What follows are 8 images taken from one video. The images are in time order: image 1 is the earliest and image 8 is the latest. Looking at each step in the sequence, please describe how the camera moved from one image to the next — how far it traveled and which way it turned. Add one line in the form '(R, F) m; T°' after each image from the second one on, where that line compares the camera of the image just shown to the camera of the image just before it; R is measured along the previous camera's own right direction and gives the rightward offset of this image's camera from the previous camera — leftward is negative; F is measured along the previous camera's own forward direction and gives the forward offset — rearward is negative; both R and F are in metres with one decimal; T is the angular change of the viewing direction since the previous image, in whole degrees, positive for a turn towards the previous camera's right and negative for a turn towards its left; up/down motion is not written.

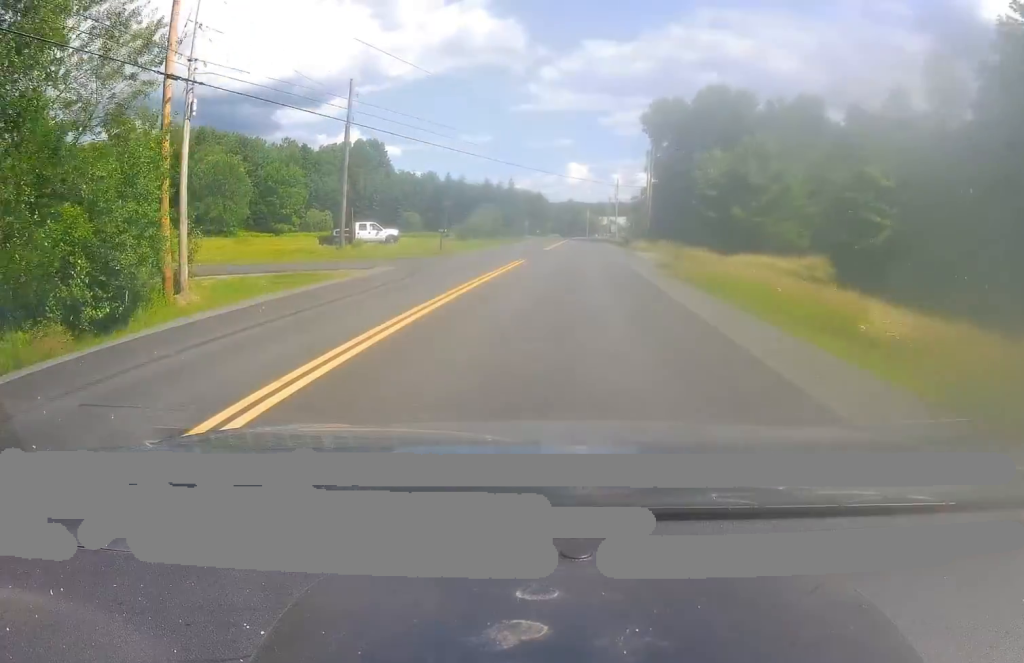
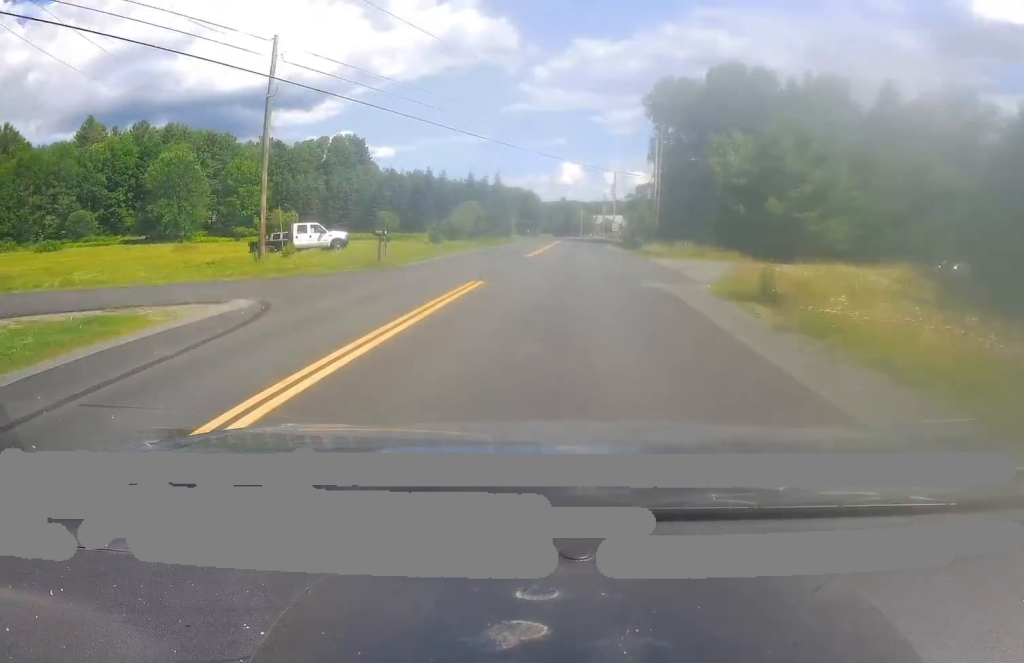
(0.0, +12.1) m; 0°
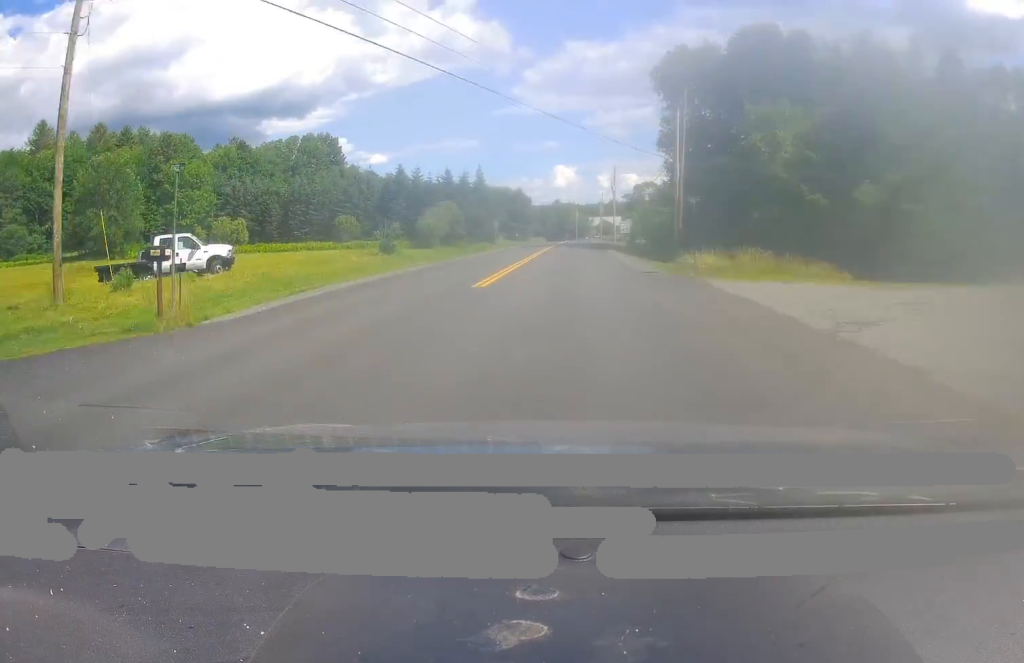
(0.0, +16.7) m; 0°
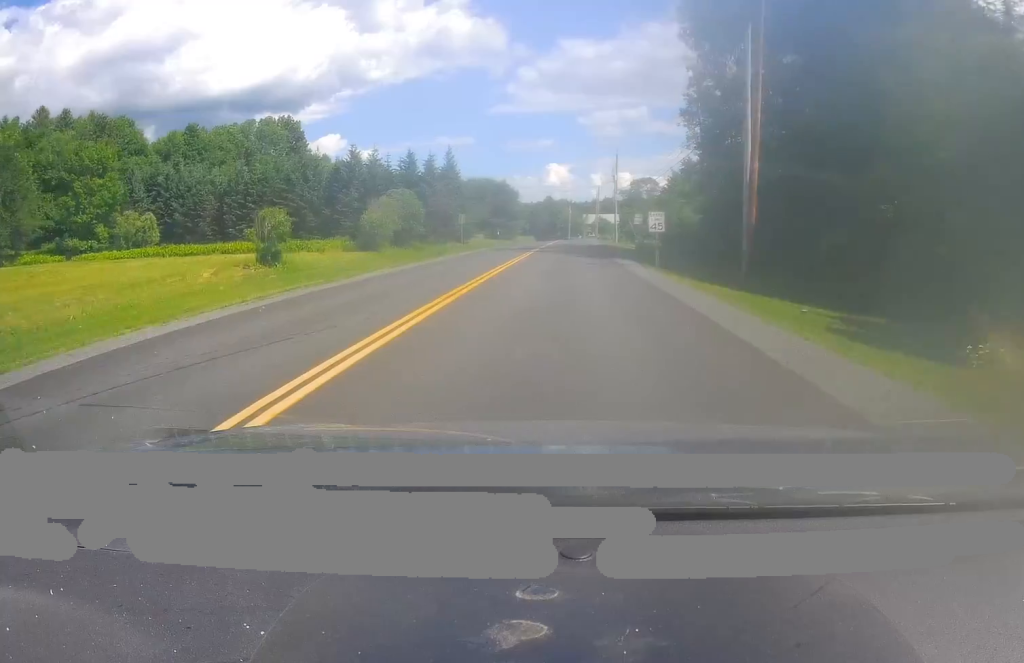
(0.0, +21.3) m; +1°
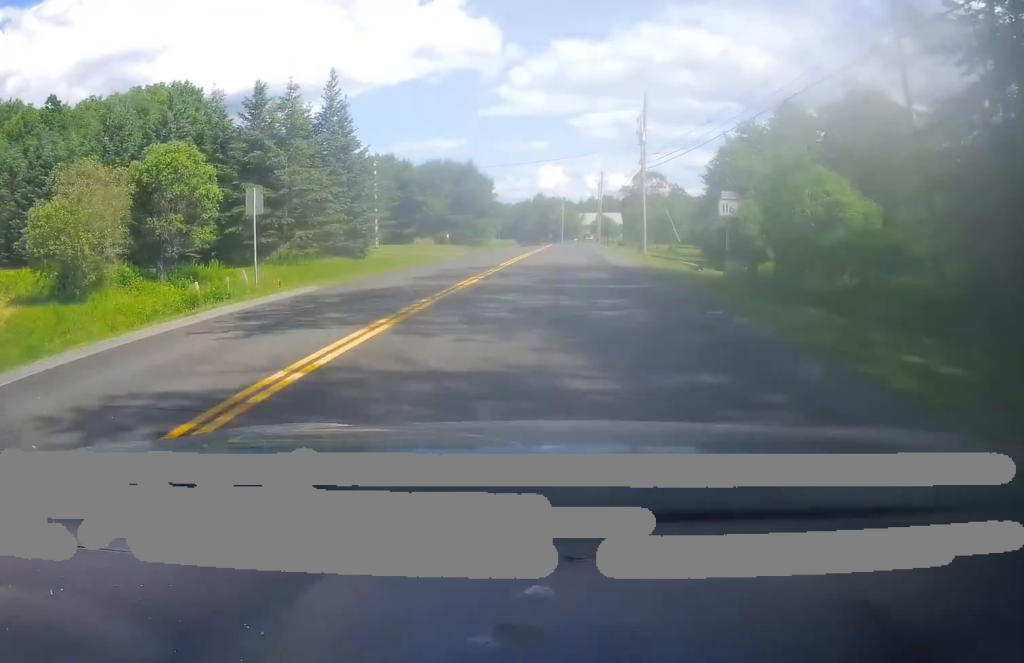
(+0.2, +40.5) m; 0°
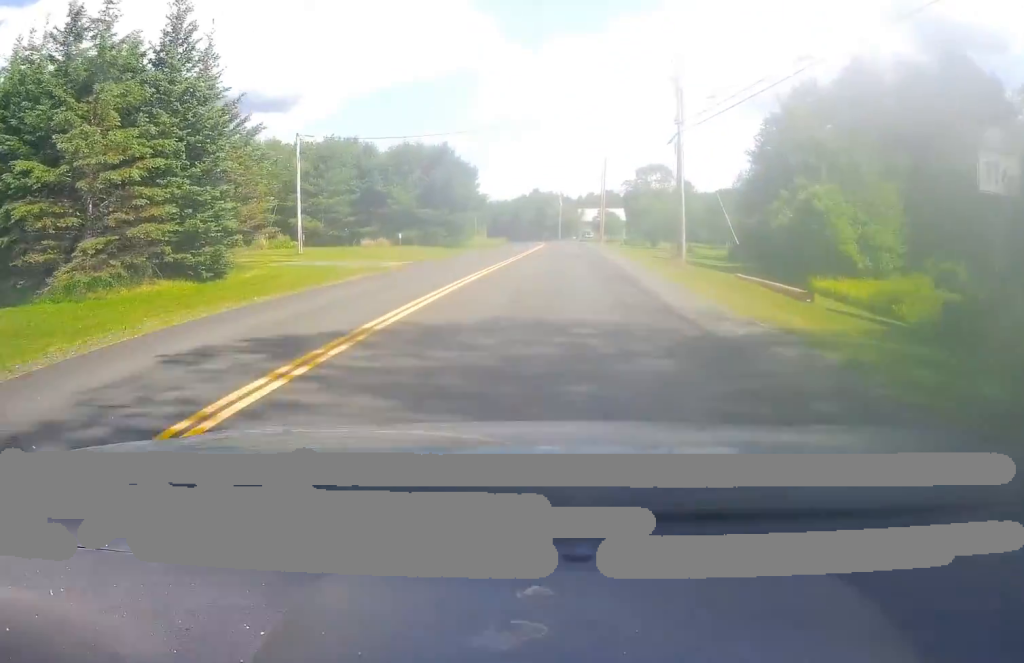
(-0.1, +18.6) m; 0°
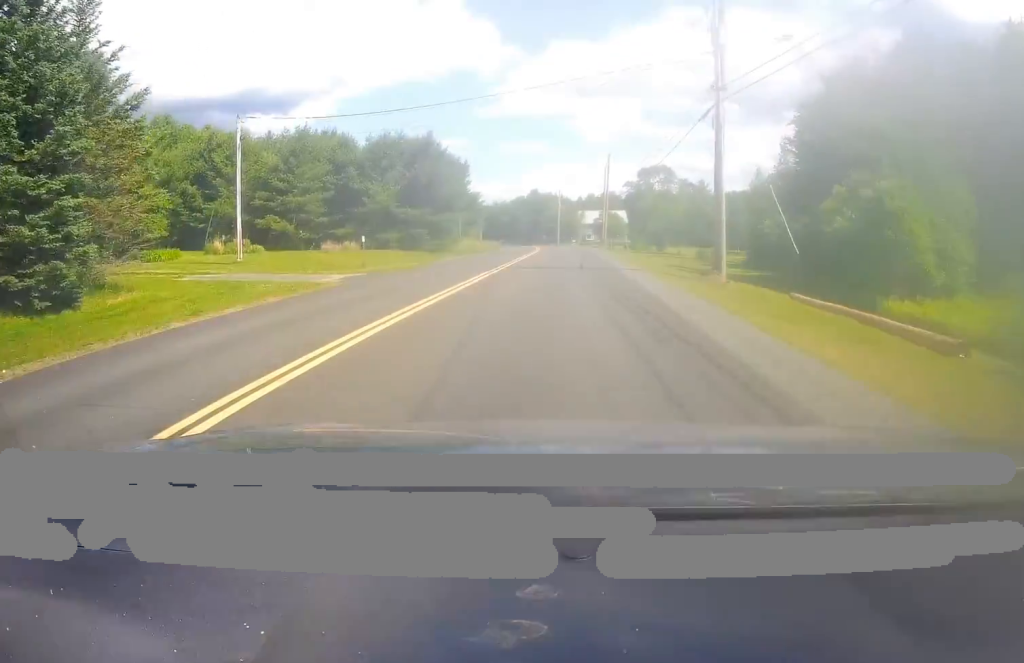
(0.0, +9.0) m; 0°
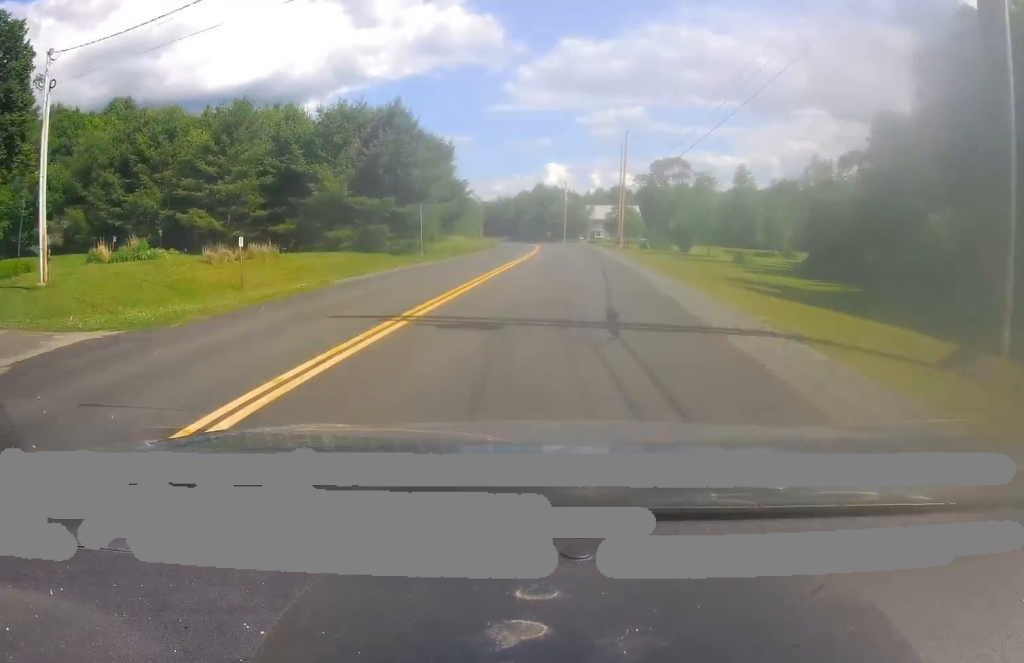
(0.0, +16.7) m; 0°
